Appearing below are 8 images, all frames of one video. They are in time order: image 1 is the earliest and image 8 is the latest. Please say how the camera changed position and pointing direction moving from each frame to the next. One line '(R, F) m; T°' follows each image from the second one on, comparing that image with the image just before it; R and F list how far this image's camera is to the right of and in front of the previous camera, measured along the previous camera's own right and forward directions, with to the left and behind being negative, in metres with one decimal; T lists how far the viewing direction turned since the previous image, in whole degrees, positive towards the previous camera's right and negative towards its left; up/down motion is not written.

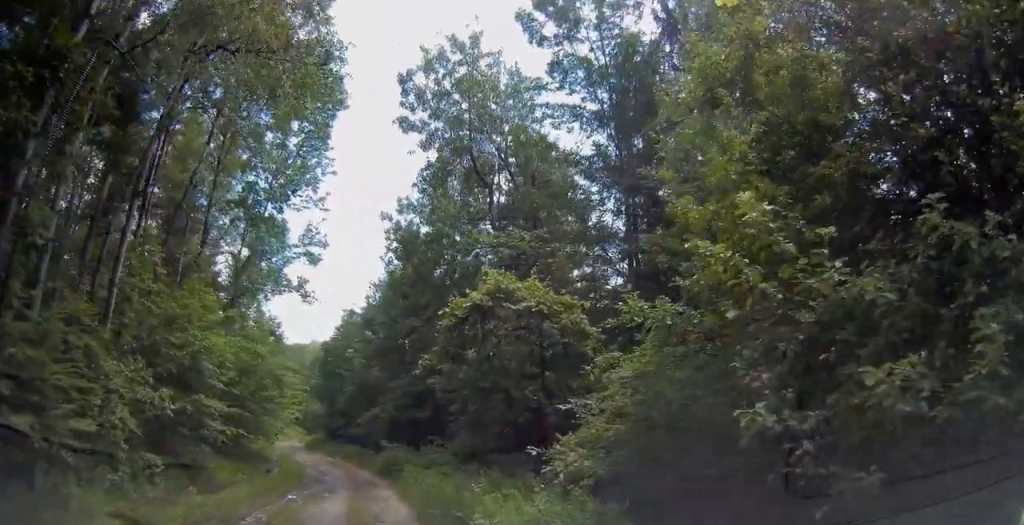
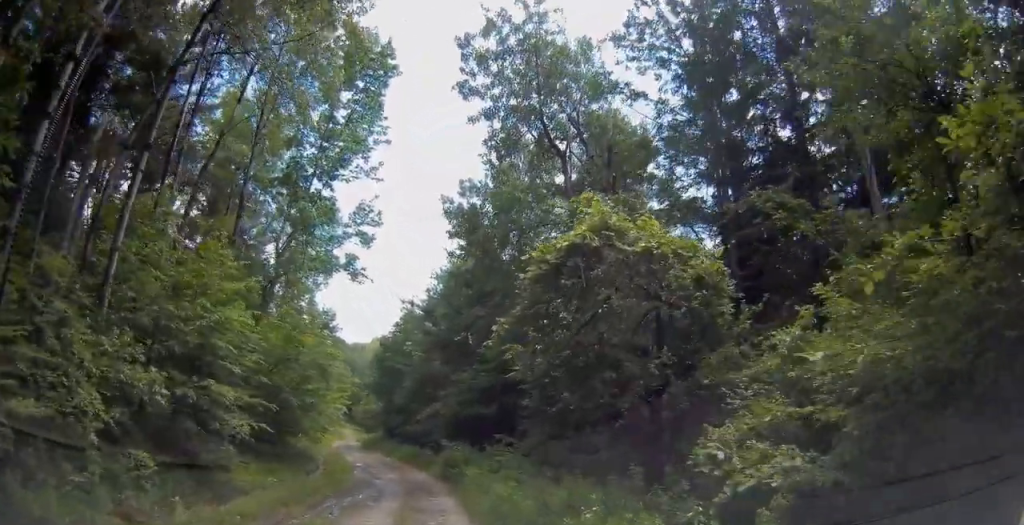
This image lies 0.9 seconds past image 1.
(-0.6, +3.1) m; -16°
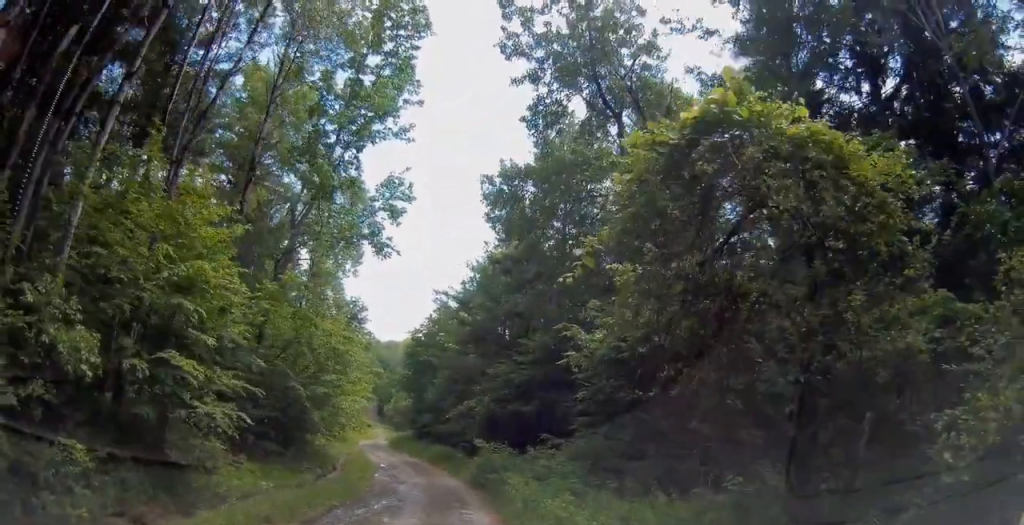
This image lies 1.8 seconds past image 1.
(-0.4, +3.1) m; -10°
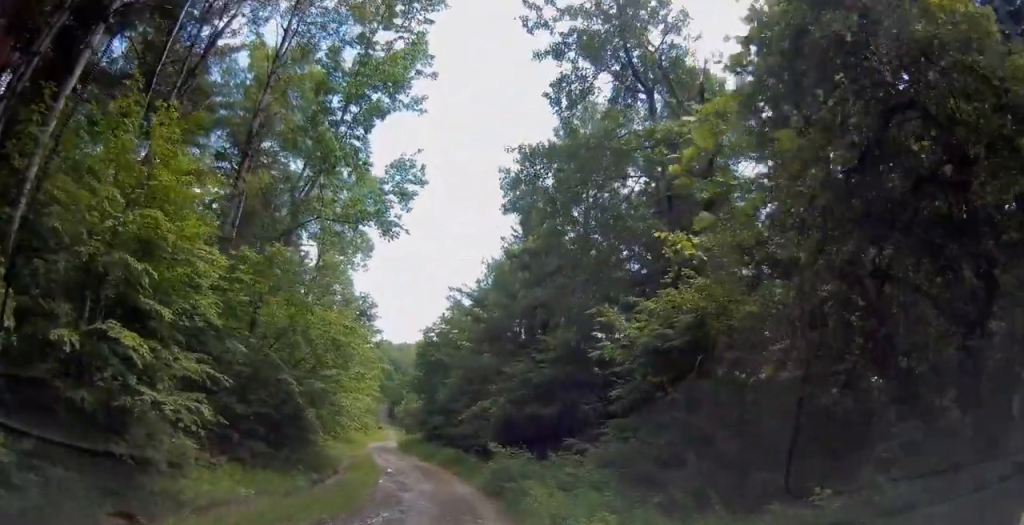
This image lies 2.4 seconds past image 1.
(0.0, +2.2) m; -3°
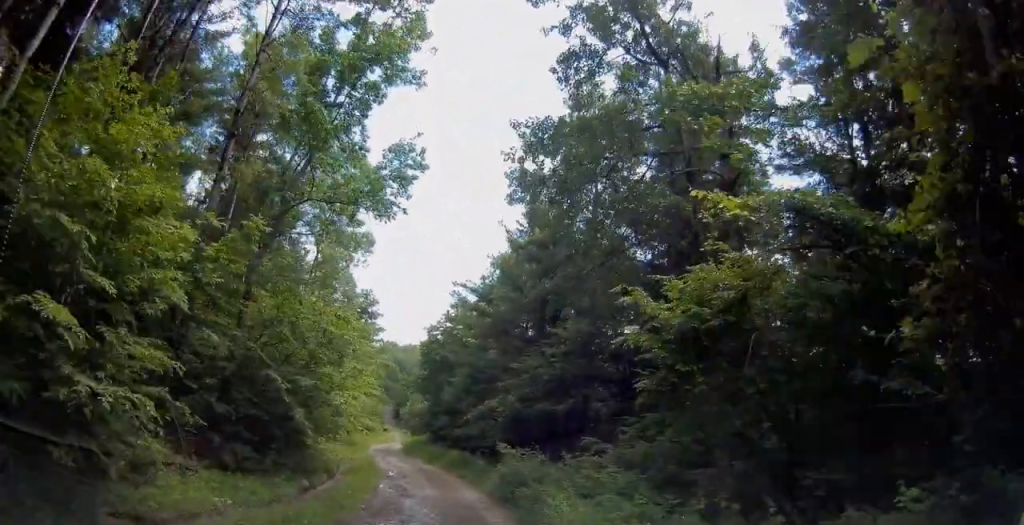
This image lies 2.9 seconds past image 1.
(-0.1, +1.6) m; 0°
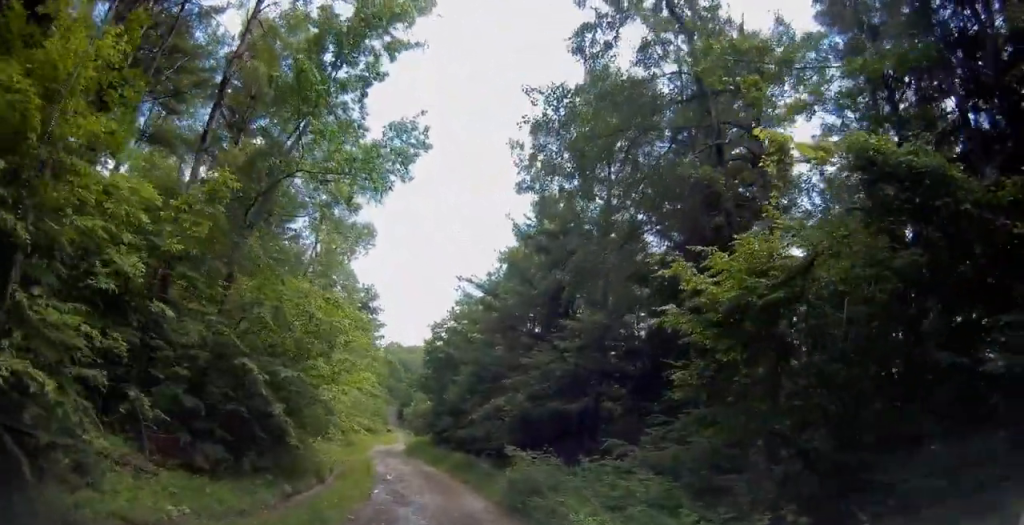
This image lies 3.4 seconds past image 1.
(-0.1, +1.9) m; +1°
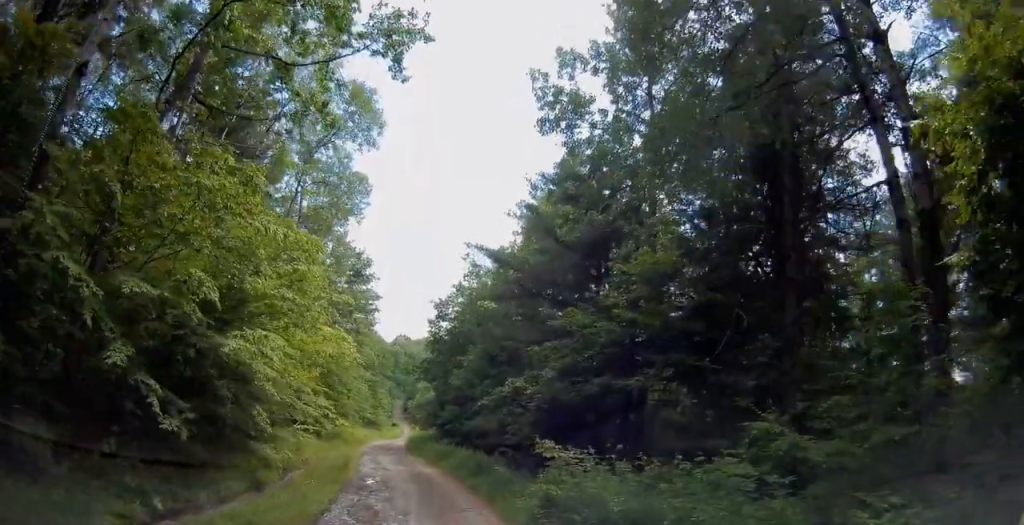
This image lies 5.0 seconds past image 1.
(+0.5, +6.7) m; +4°
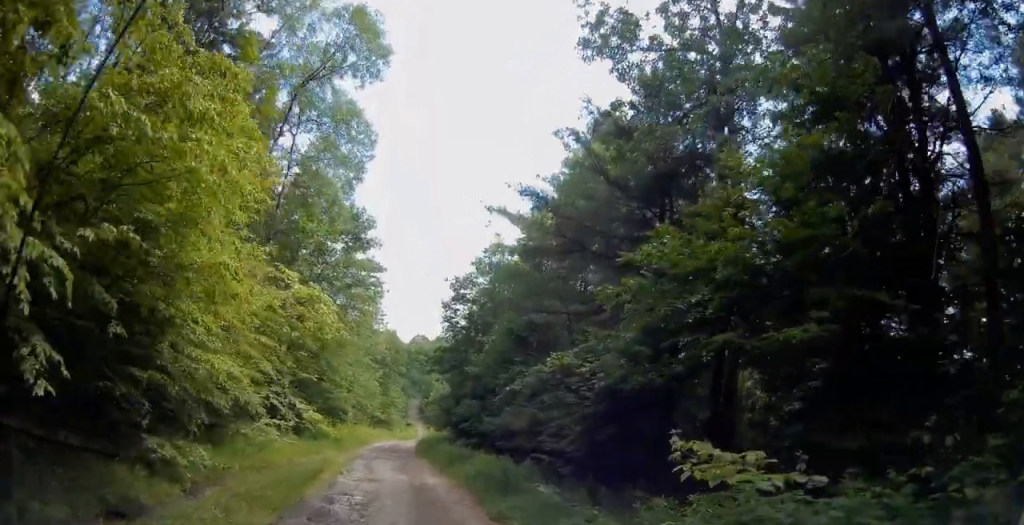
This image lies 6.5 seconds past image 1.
(-0.2, +6.5) m; -4°
